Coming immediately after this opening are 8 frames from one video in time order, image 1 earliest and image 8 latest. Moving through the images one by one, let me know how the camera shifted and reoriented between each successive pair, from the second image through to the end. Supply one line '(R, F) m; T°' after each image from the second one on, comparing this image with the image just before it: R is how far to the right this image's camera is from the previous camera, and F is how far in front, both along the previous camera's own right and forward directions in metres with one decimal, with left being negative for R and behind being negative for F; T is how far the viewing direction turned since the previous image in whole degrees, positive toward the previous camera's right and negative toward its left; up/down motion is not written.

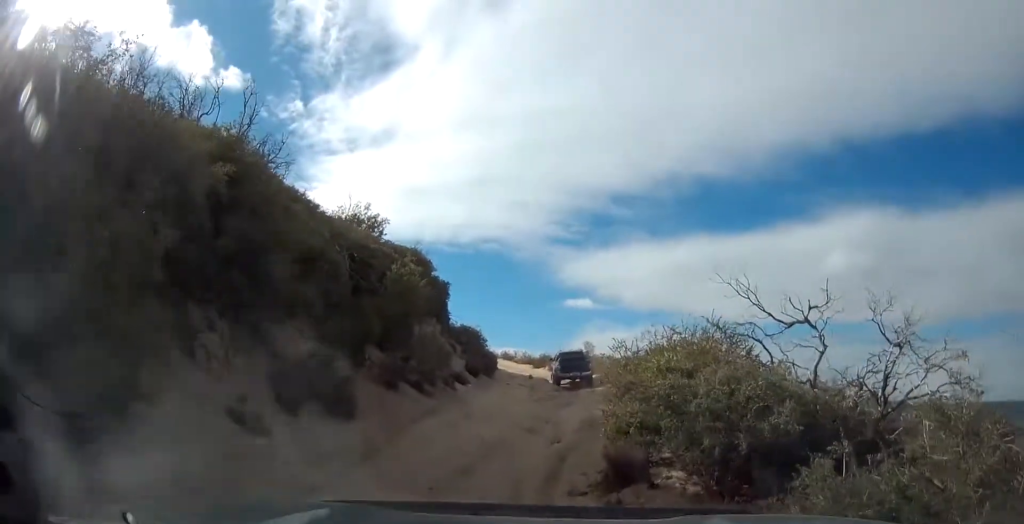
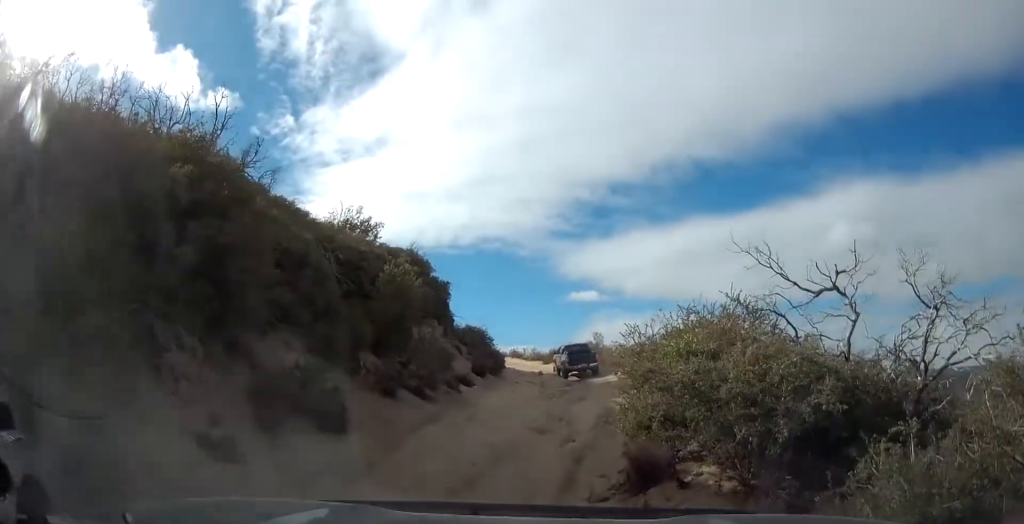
(0.0, +1.0) m; -2°
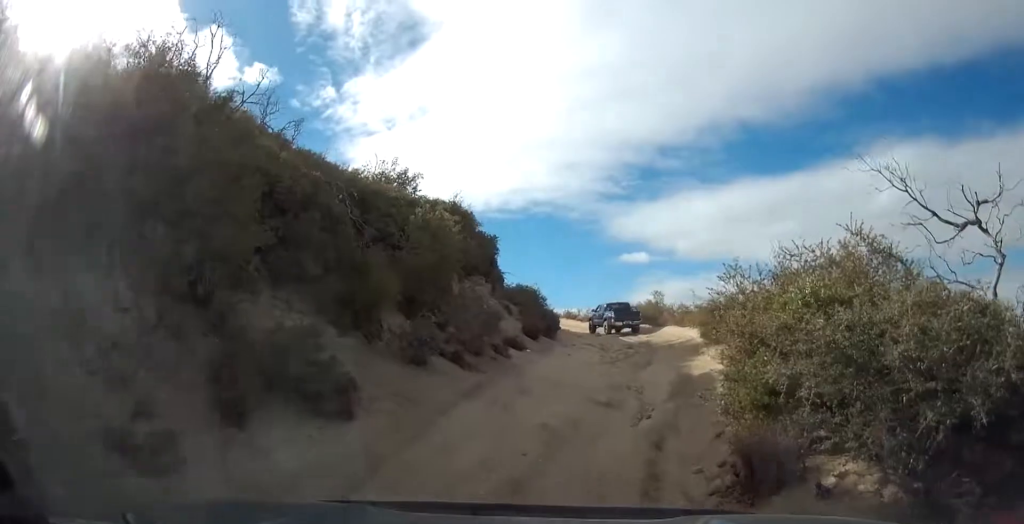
(-0.1, +2.5) m; -4°
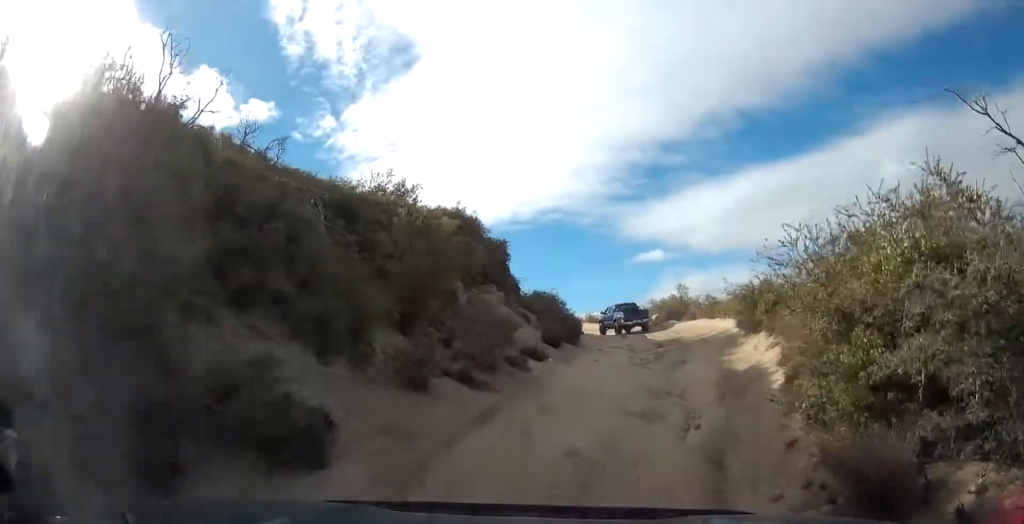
(0.0, +1.6) m; -2°
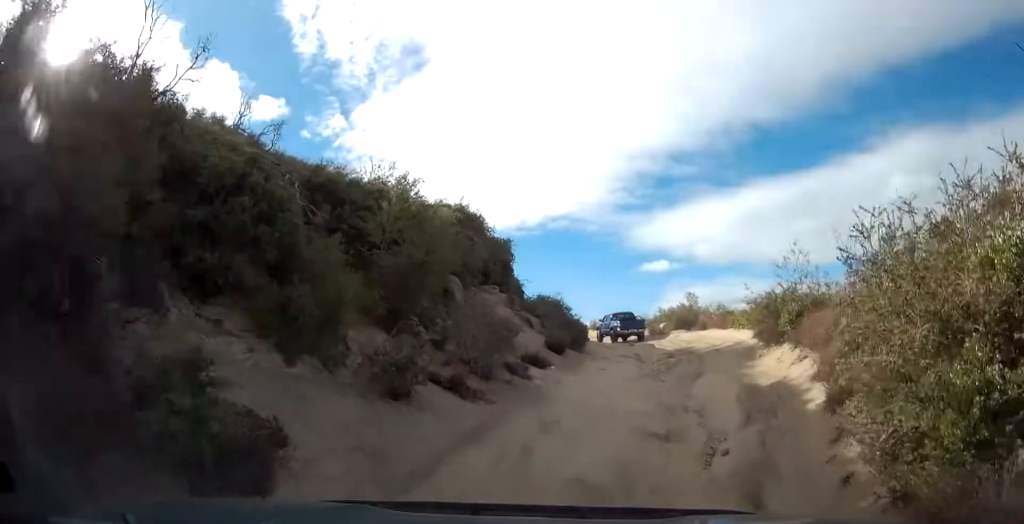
(0.0, +1.2) m; 0°
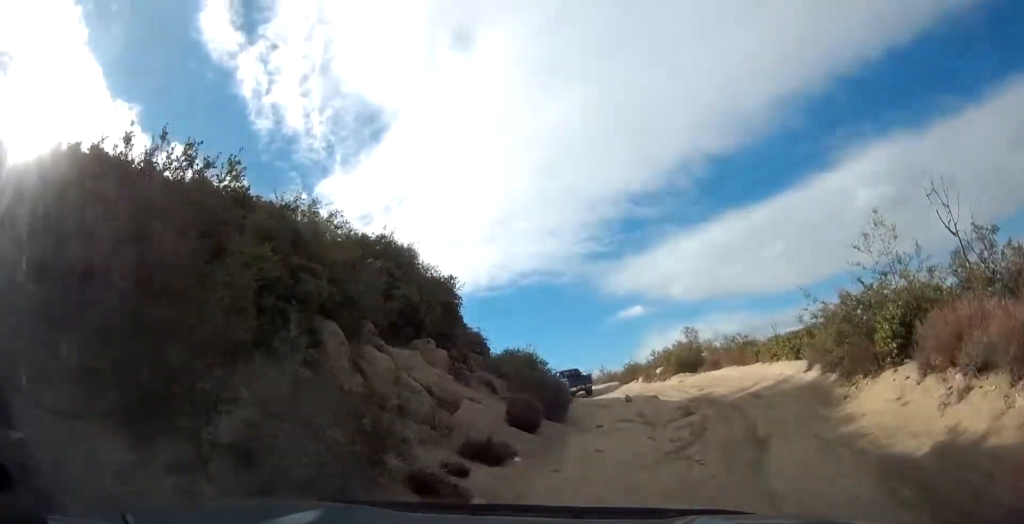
(+0.1, +5.5) m; +4°
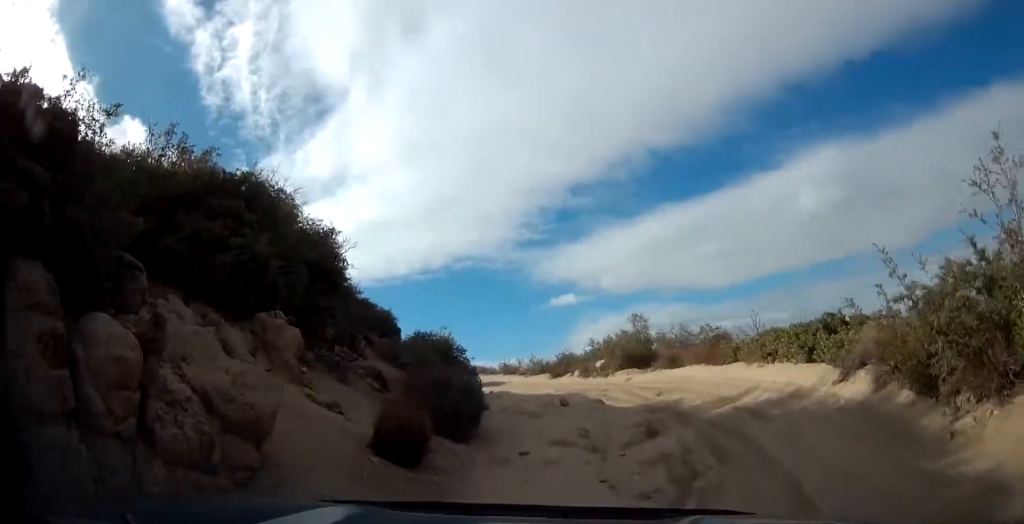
(+0.2, +4.8) m; +6°
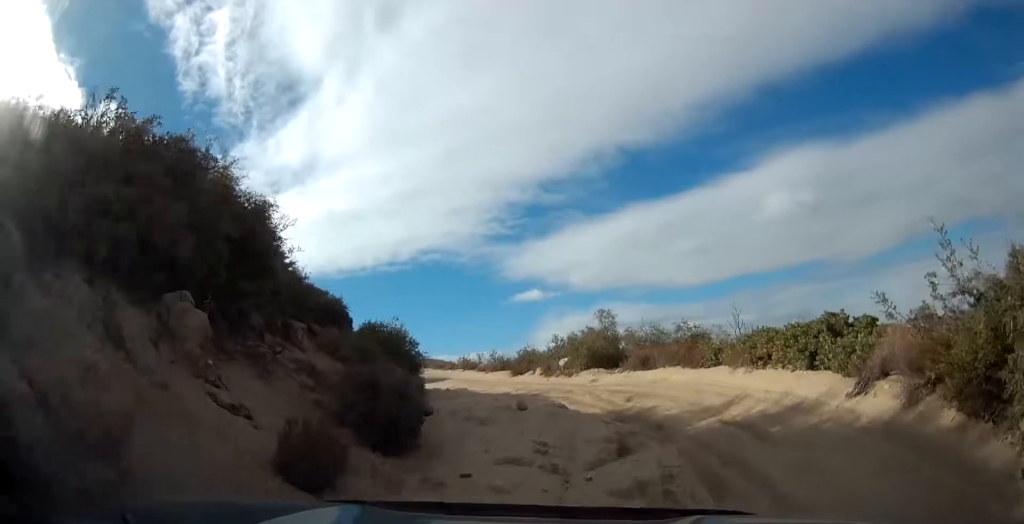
(+0.1, +1.9) m; +3°
